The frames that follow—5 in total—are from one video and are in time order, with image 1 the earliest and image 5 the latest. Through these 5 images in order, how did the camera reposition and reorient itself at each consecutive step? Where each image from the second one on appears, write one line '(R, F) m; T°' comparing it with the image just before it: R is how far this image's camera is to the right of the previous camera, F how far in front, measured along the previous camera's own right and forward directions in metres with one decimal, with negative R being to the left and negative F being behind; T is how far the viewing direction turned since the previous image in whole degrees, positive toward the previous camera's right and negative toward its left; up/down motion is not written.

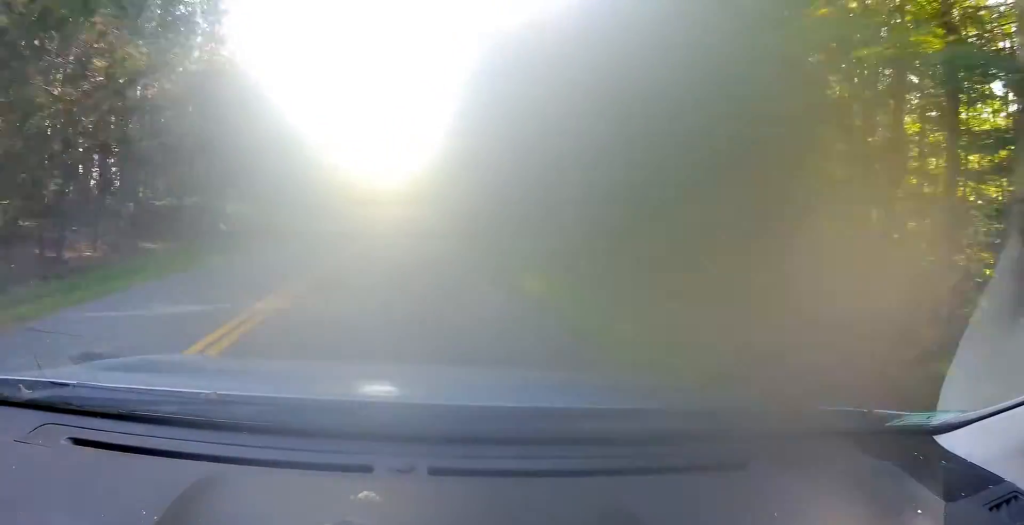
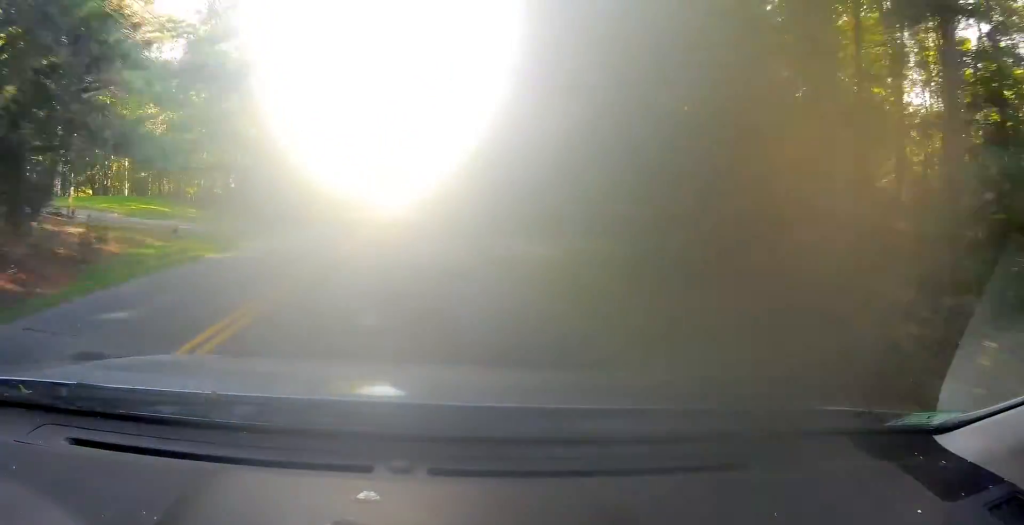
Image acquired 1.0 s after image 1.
(0.0, +21.6) m; 0°
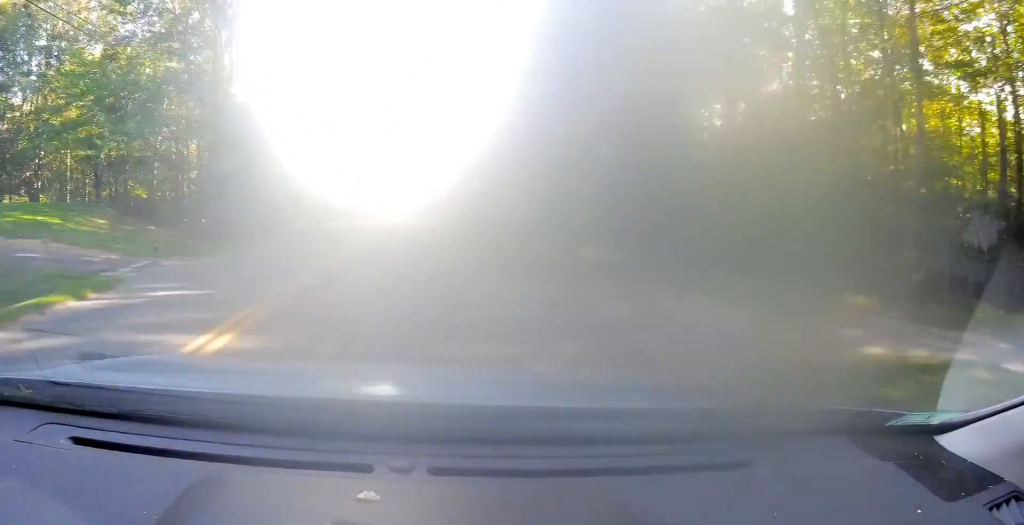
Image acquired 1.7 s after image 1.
(0.0, +13.3) m; 0°
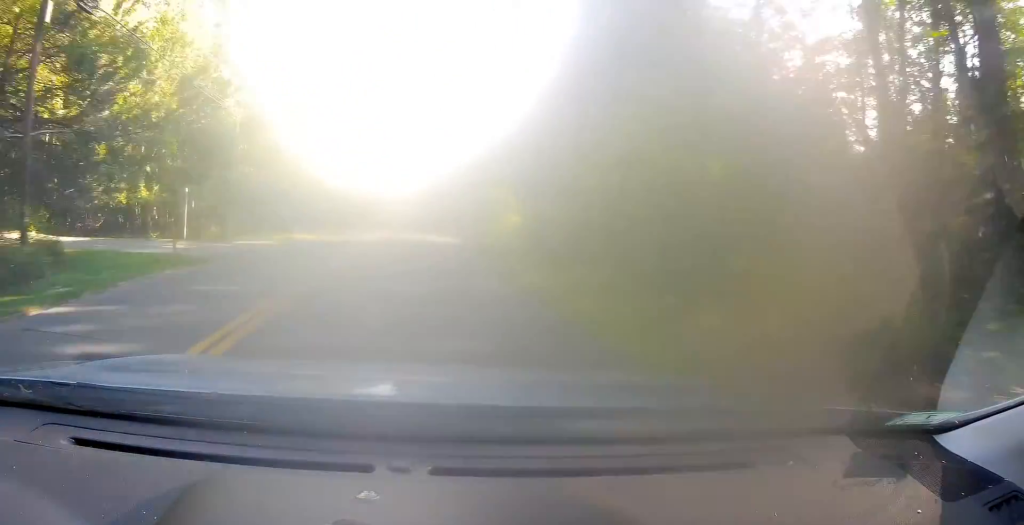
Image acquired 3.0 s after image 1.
(+0.3, +28.6) m; +2°
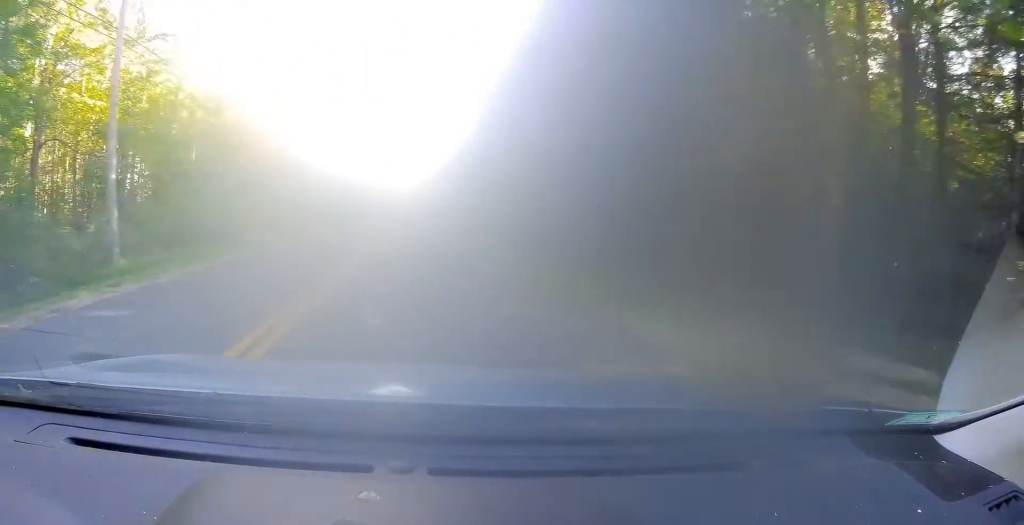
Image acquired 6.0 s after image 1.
(-0.6, +69.7) m; -2°
